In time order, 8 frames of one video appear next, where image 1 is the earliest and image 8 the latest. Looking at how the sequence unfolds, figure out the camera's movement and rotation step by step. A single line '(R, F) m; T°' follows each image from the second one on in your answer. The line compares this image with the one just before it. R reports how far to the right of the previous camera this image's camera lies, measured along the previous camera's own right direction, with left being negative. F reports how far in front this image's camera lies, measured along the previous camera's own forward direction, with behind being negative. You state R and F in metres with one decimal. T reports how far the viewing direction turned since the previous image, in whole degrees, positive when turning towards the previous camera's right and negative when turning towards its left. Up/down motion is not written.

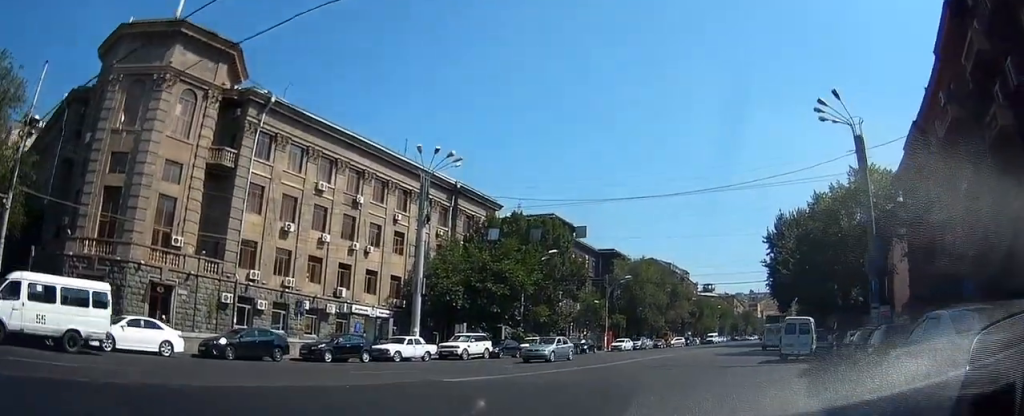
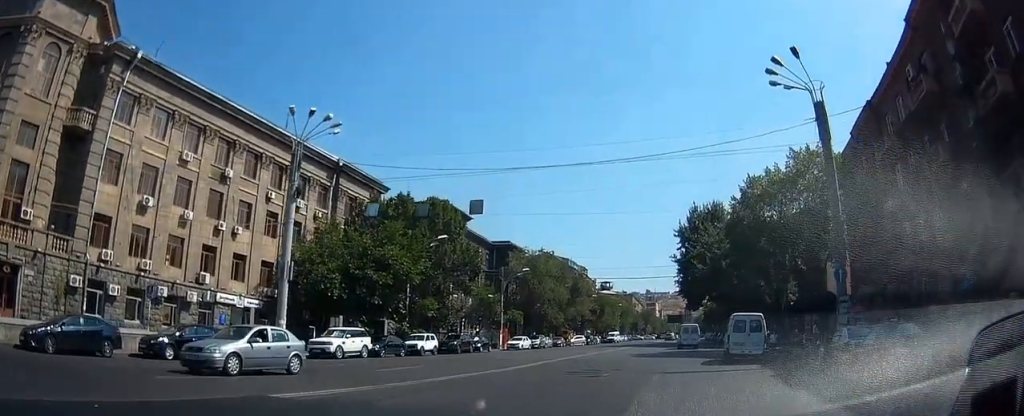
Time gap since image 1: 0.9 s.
(+0.6, +5.1) m; +12°
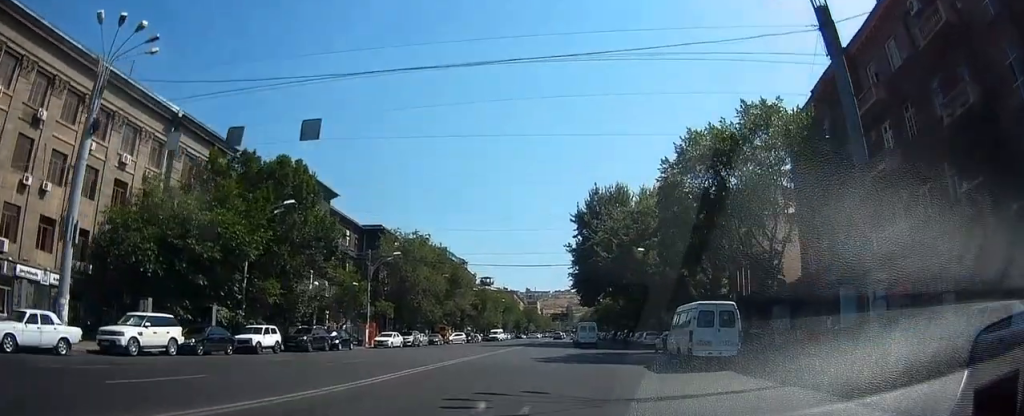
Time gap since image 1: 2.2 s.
(+0.9, +8.2) m; +13°
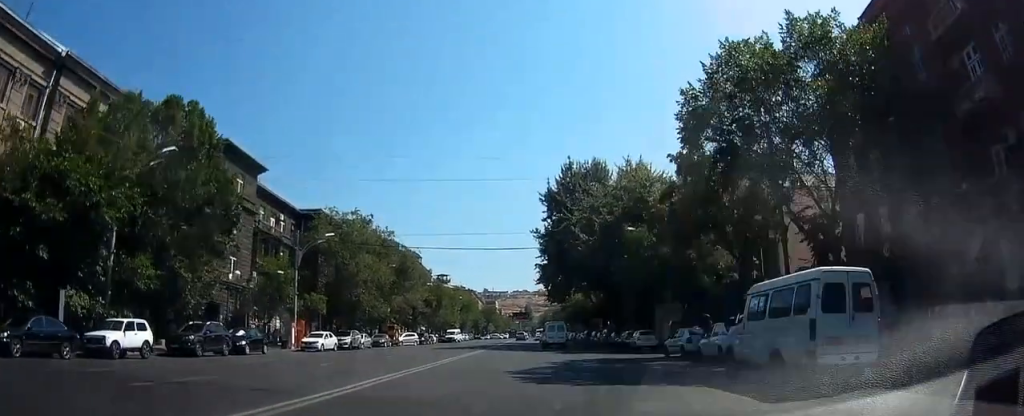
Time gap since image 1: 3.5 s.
(+0.9, +8.9) m; +12°
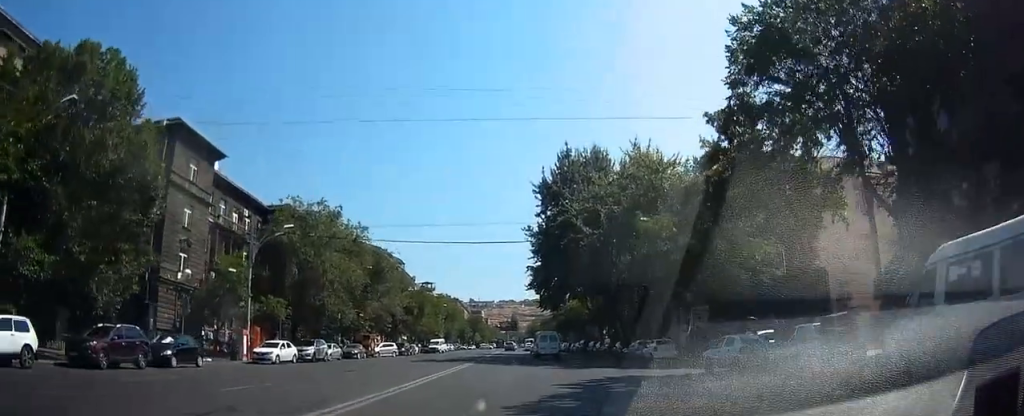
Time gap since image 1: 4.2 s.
(+0.5, +6.6) m; +2°
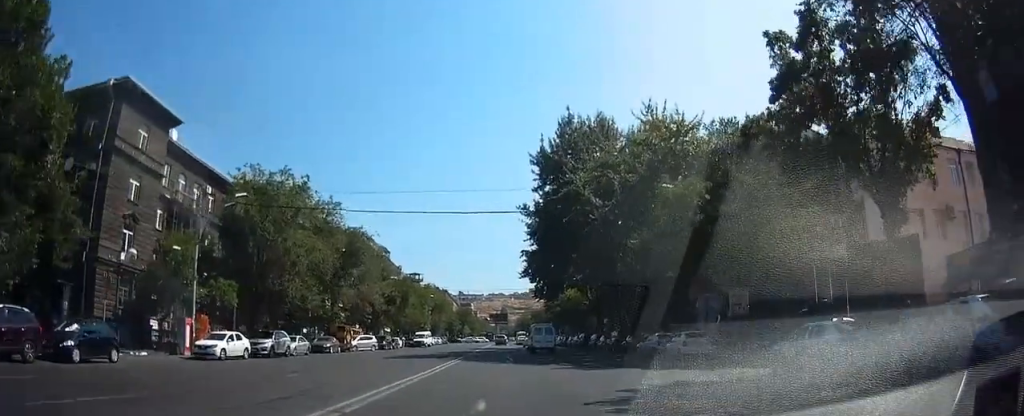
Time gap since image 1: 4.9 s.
(0.0, +6.5) m; 0°
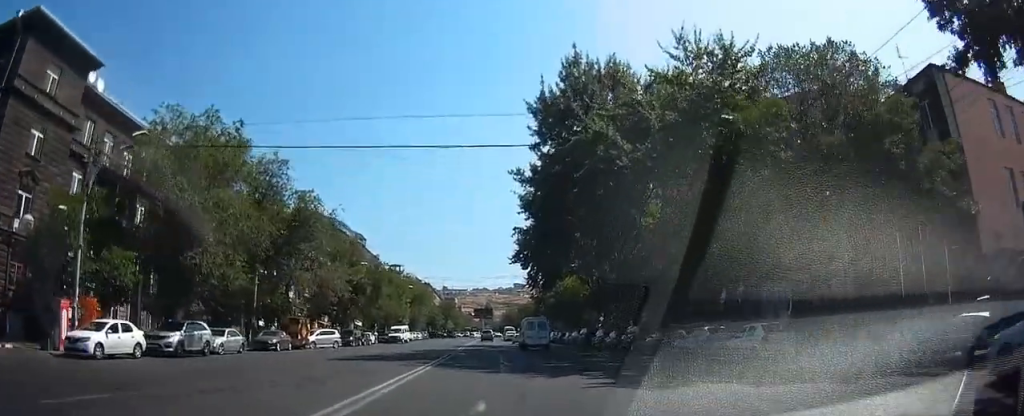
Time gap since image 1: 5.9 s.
(0.0, +10.1) m; 0°
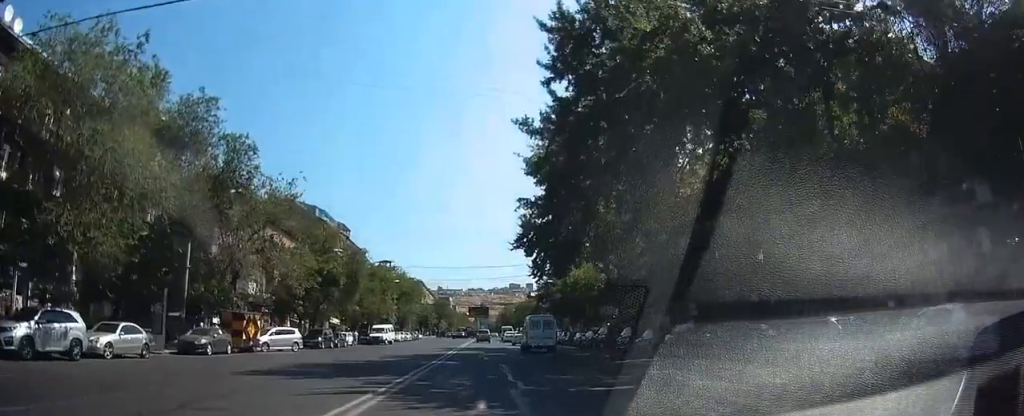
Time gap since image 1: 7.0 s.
(0.0, +11.5) m; 0°
